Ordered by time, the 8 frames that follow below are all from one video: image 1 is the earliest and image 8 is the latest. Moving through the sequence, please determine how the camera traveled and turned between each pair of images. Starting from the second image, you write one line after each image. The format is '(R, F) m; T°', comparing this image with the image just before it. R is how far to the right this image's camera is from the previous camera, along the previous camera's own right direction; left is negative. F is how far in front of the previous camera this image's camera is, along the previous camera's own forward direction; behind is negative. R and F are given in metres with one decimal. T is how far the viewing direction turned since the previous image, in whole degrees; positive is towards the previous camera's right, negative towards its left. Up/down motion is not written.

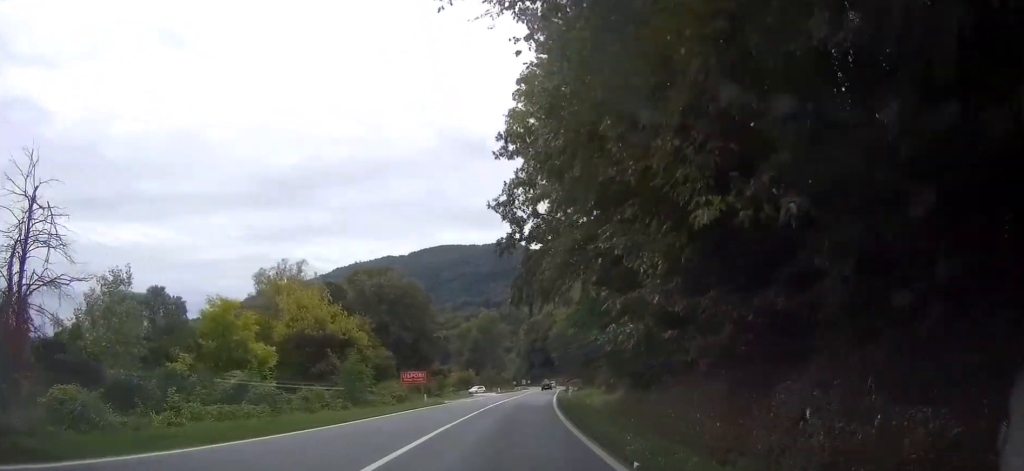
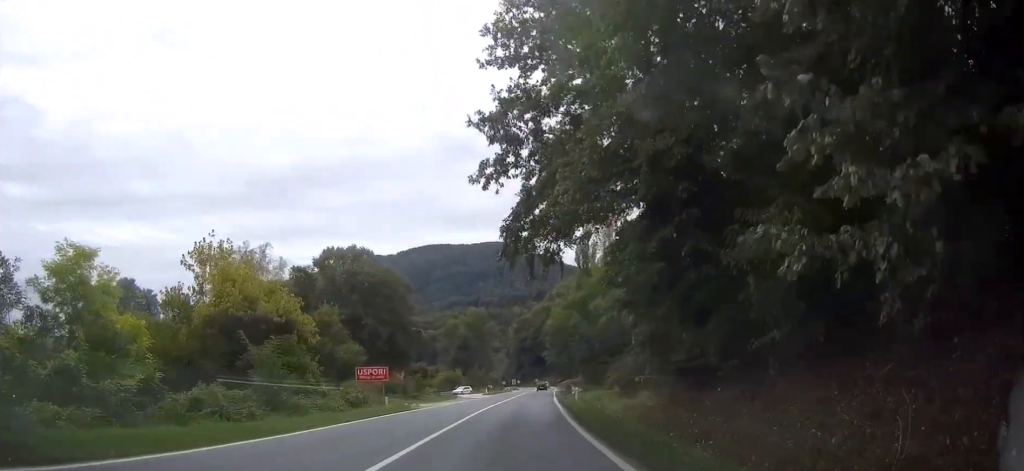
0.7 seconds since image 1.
(0.0, +11.5) m; +1°
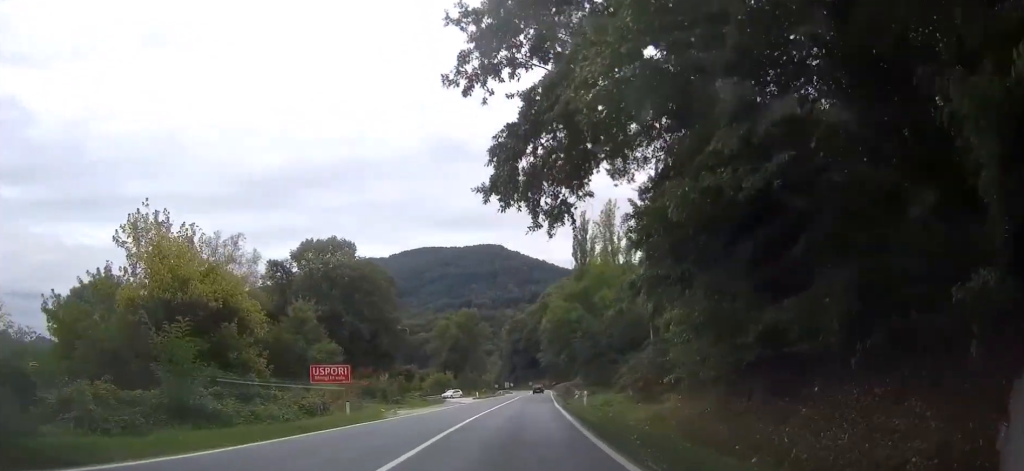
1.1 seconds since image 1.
(+0.1, +7.7) m; +1°
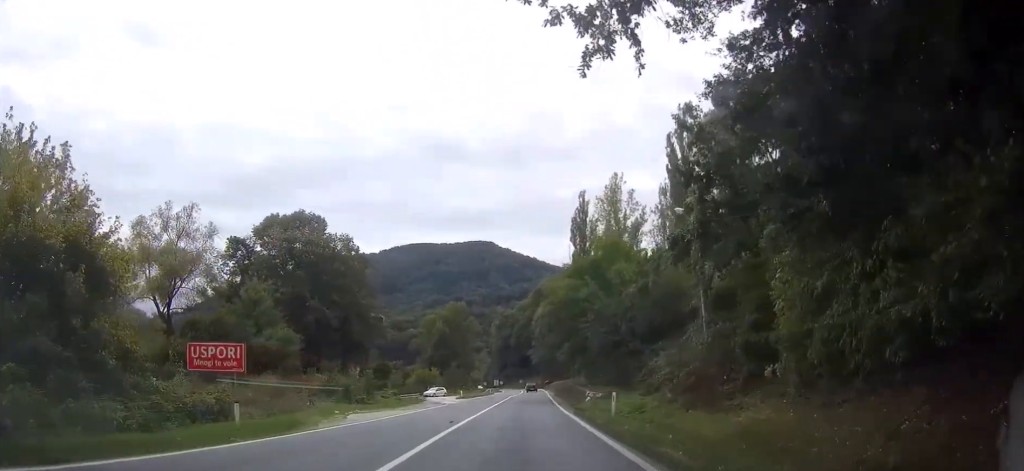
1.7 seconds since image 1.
(+0.1, +11.4) m; +1°
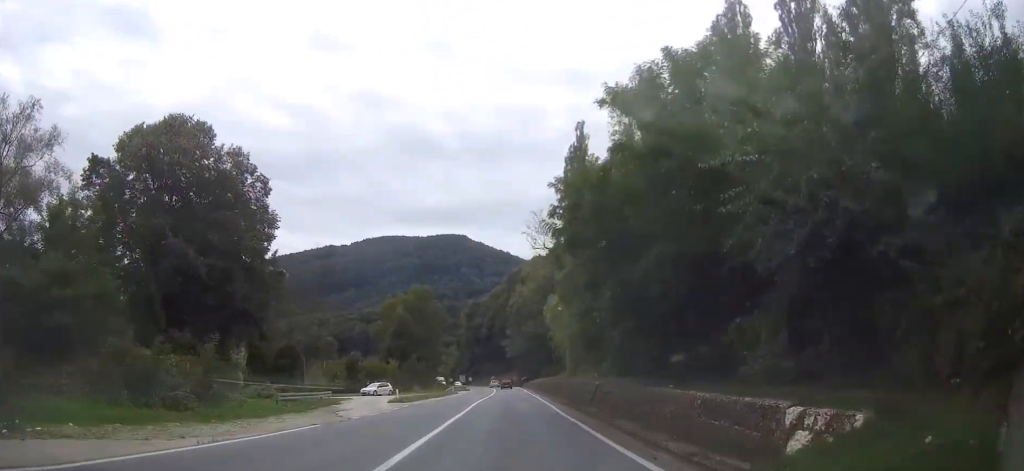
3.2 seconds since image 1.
(+0.6, +27.8) m; +2°
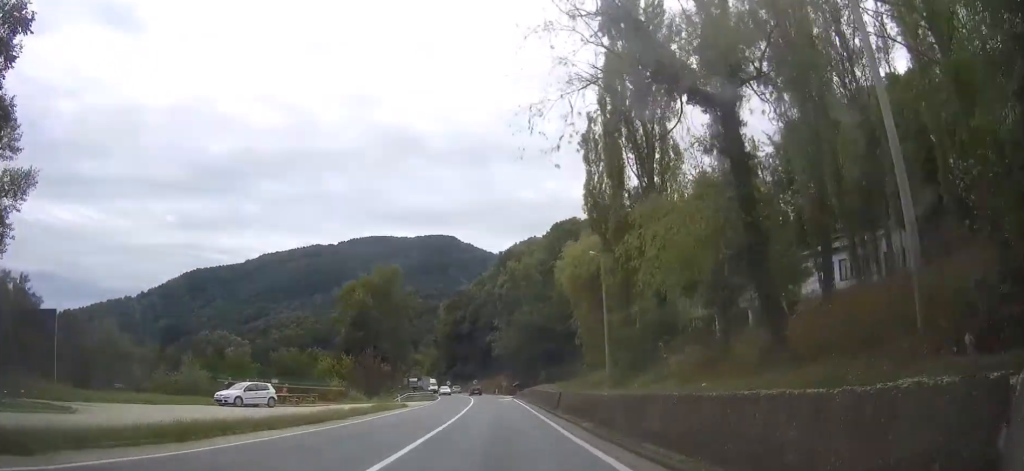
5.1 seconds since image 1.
(+0.5, +36.7) m; +1°
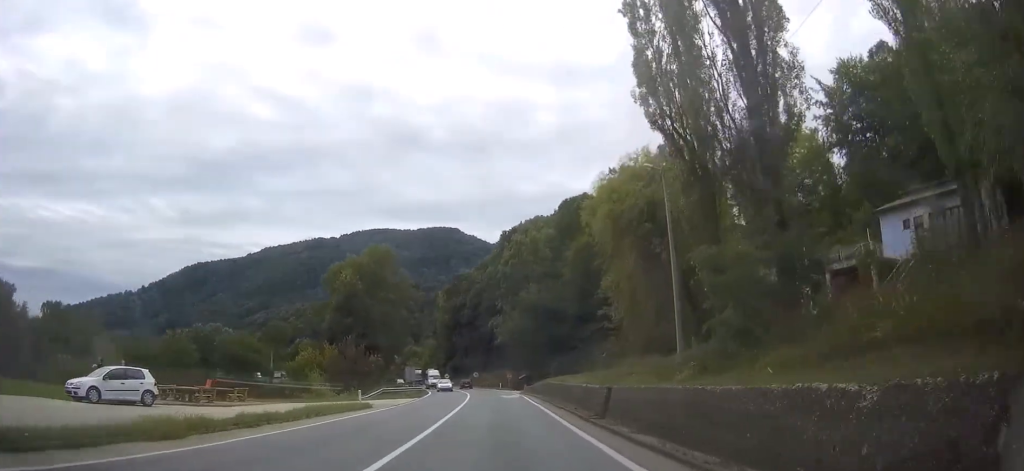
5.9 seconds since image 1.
(+0.1, +15.9) m; 0°
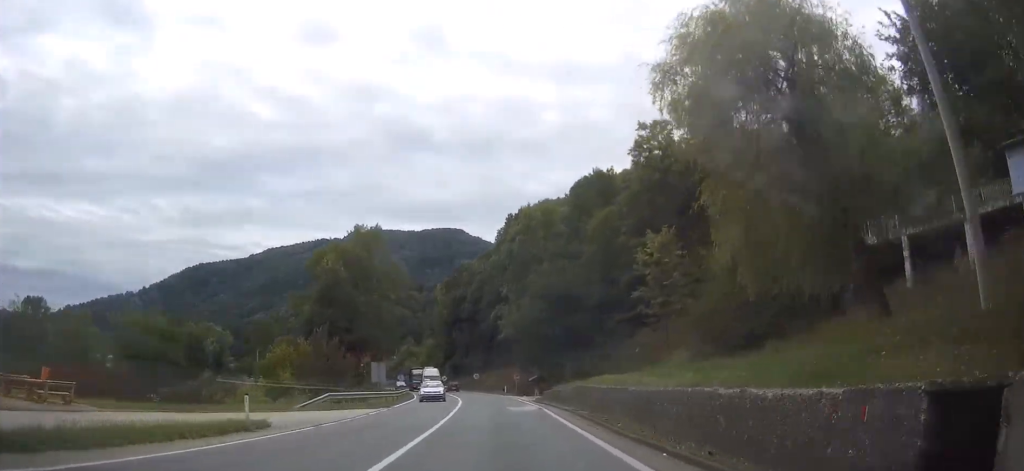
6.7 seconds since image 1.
(-0.1, +17.1) m; -1°
